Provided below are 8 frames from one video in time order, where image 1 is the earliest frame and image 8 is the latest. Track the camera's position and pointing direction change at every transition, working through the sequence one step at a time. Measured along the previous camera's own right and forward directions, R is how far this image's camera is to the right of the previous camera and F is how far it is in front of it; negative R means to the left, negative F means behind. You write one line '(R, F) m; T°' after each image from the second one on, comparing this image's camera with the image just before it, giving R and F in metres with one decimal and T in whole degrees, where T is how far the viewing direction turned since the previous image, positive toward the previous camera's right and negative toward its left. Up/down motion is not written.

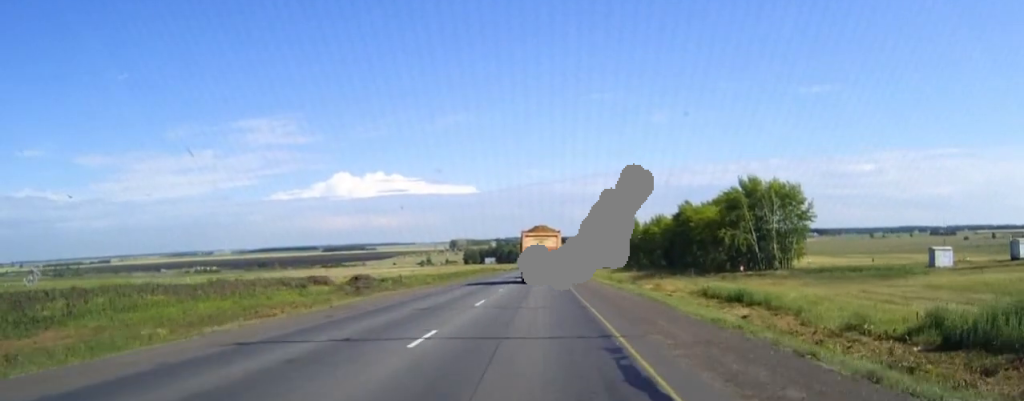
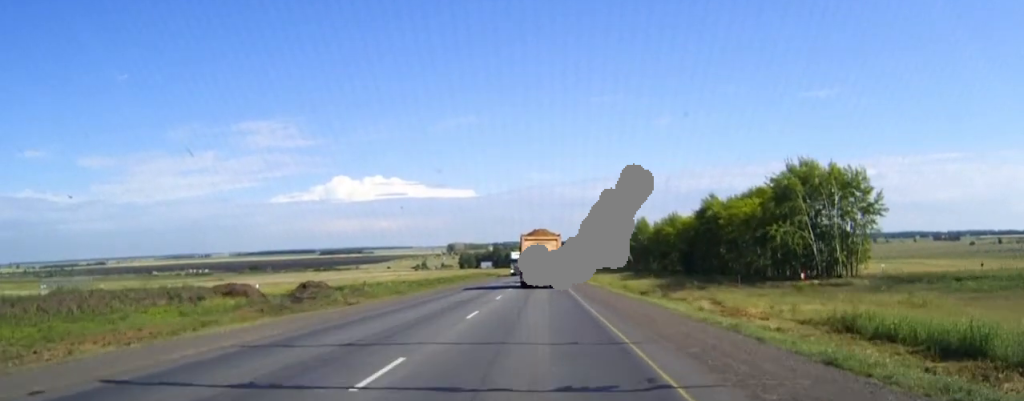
(-0.1, +27.9) m; 0°
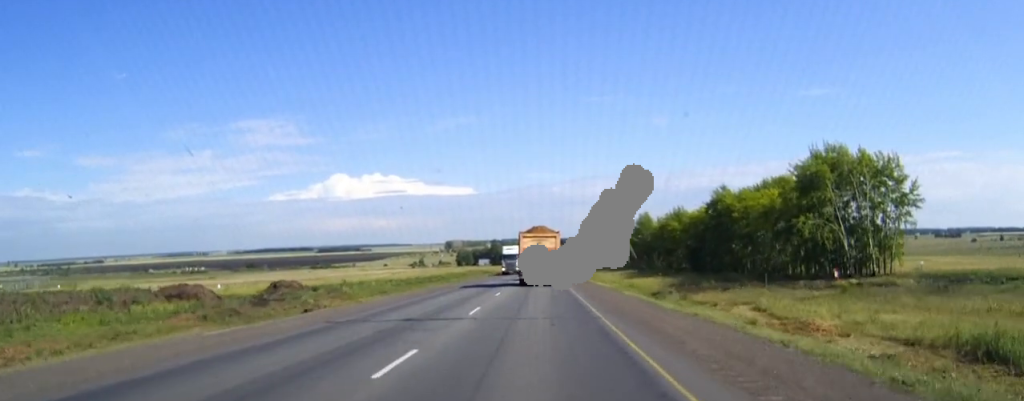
(0.0, +10.9) m; 0°
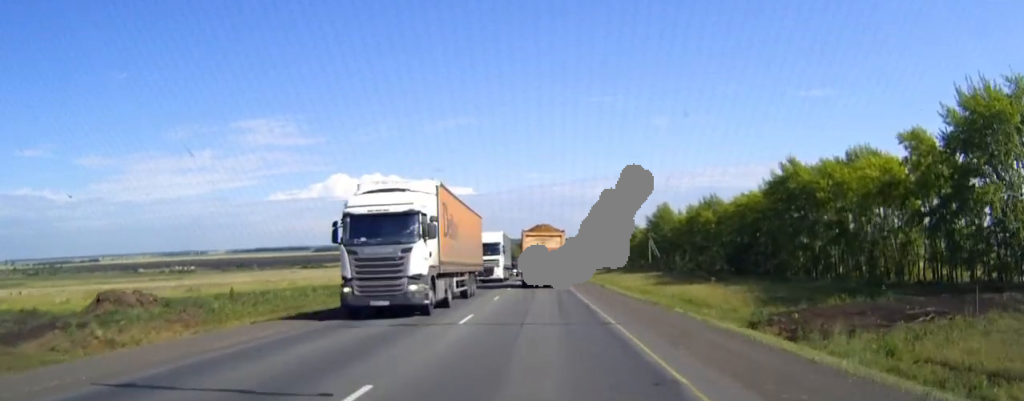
(0.0, +39.2) m; 0°
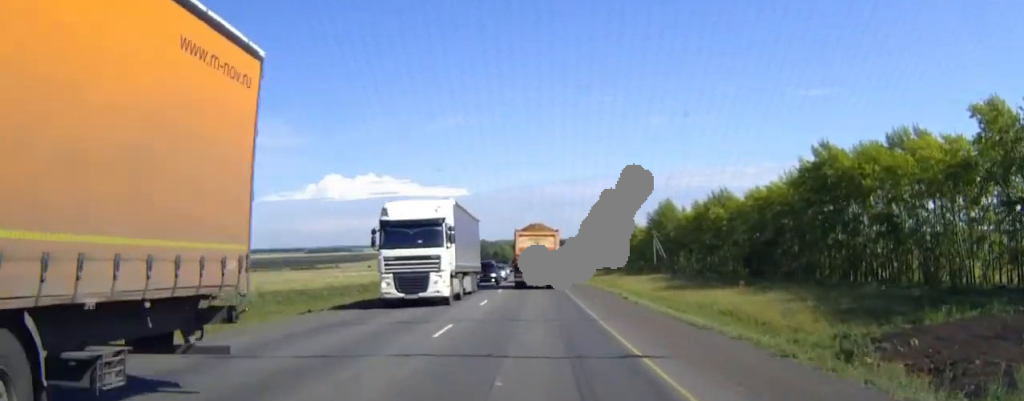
(0.0, +14.8) m; 0°
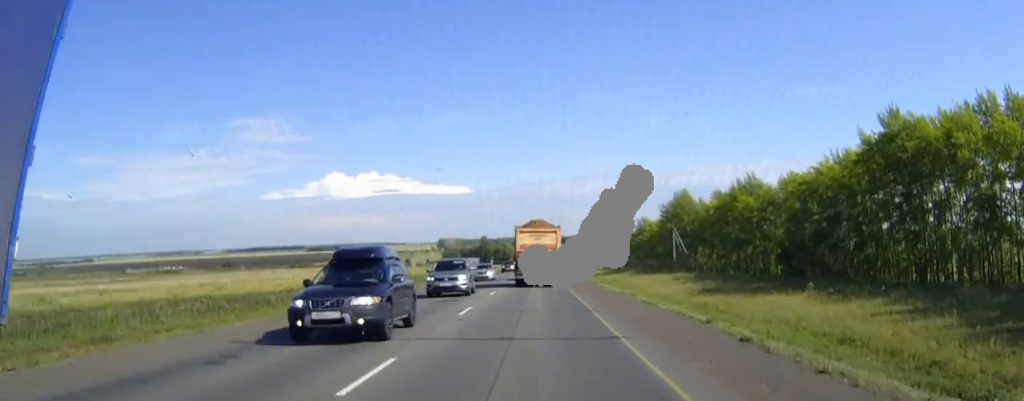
(0.0, +18.6) m; 0°
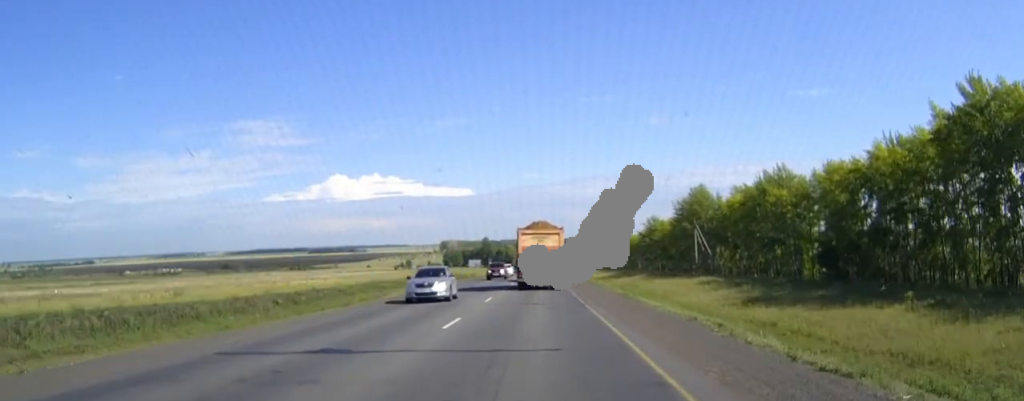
(0.0, +15.5) m; 0°
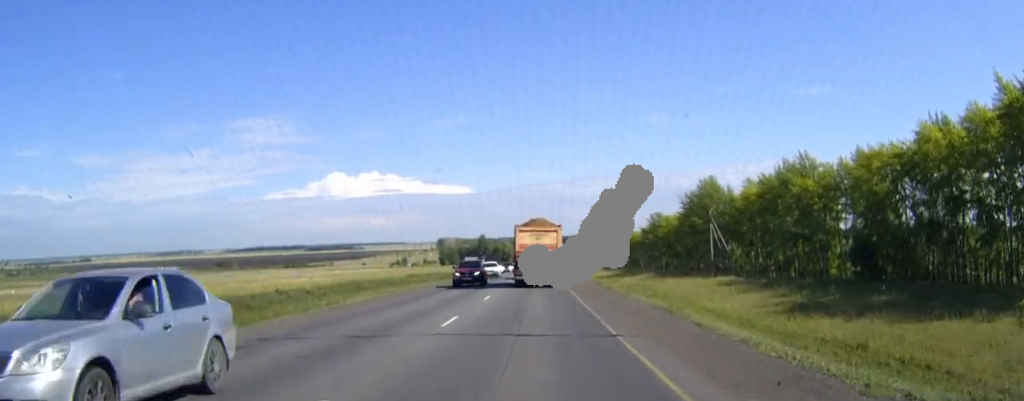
(0.0, +11.7) m; 0°
